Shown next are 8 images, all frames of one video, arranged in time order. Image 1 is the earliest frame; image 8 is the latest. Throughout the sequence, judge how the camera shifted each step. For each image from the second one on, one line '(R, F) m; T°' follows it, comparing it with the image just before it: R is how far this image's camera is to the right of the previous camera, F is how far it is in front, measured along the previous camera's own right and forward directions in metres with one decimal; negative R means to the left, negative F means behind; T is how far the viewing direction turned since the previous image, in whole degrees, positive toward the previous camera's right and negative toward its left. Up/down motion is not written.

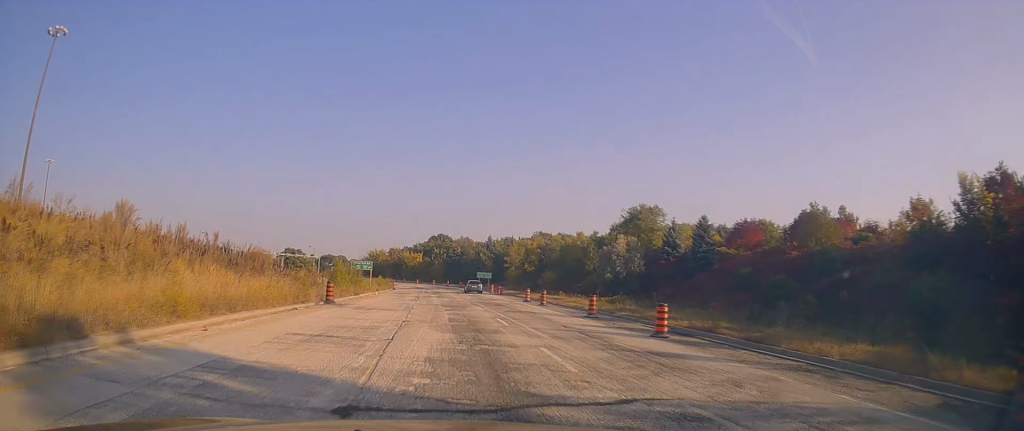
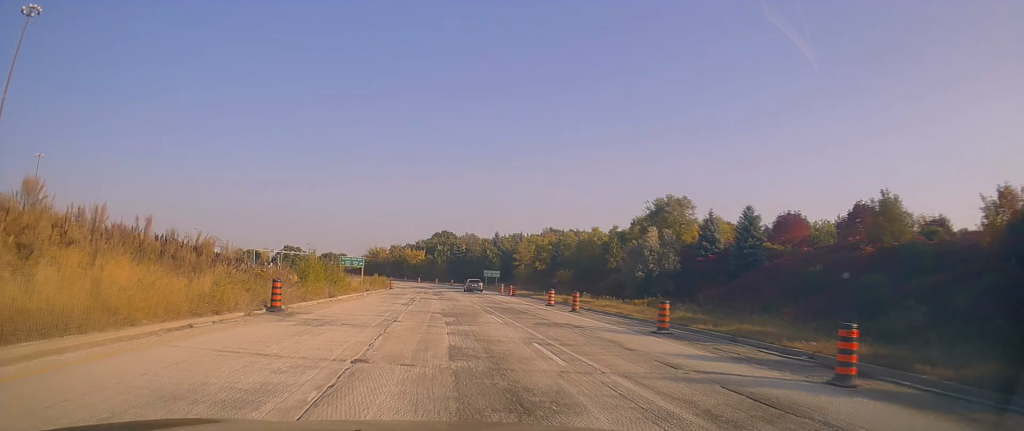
(+0.5, +8.7) m; 0°
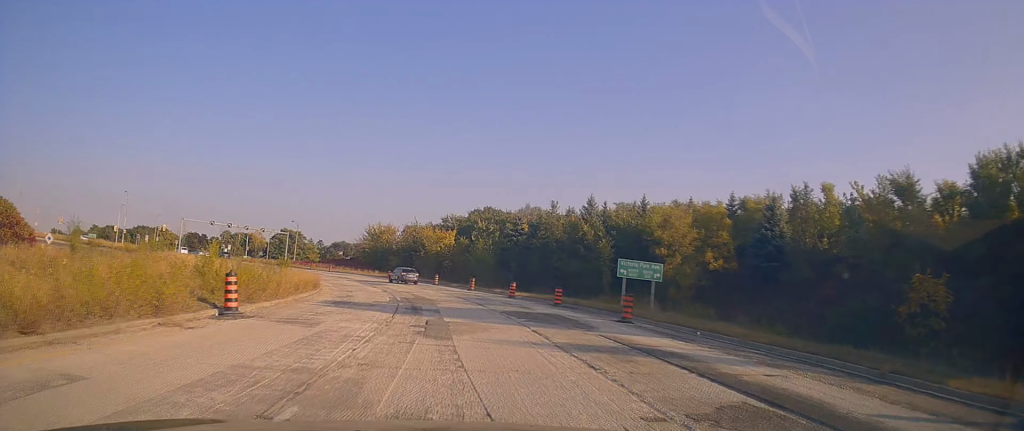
(-2.2, +59.4) m; -6°
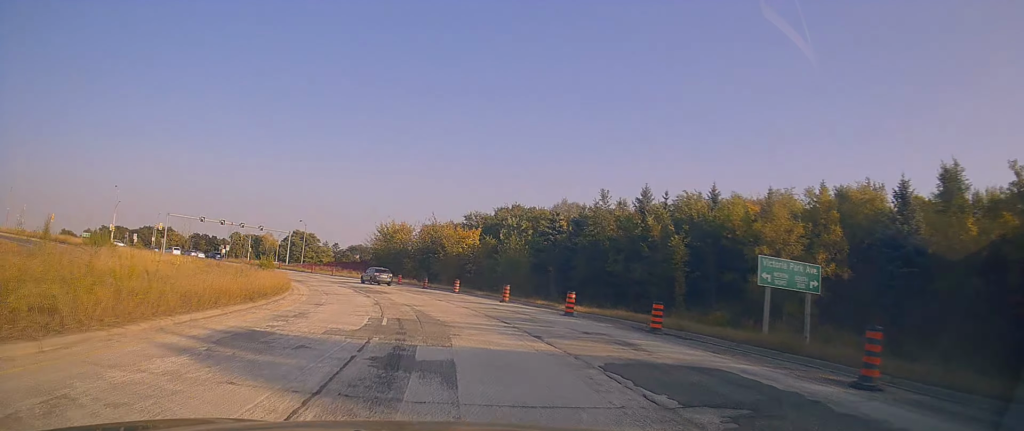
(-0.1, +12.8) m; -3°
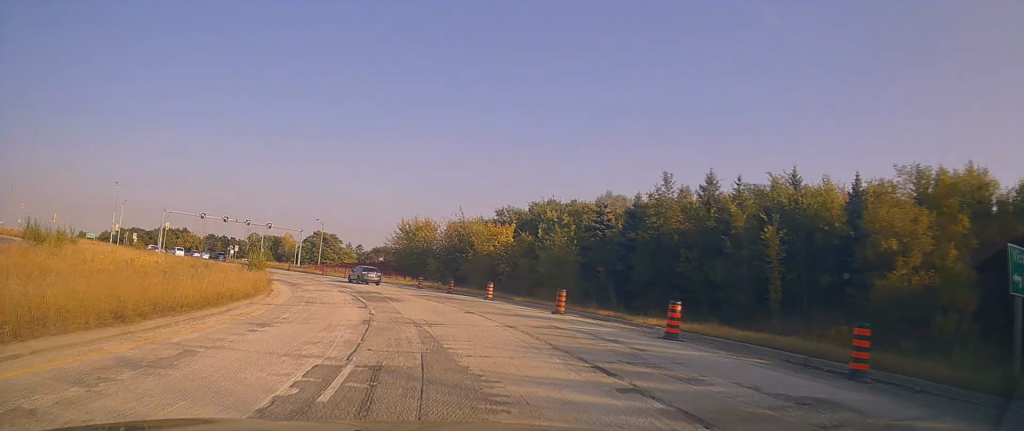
(-0.3, +9.1) m; -3°
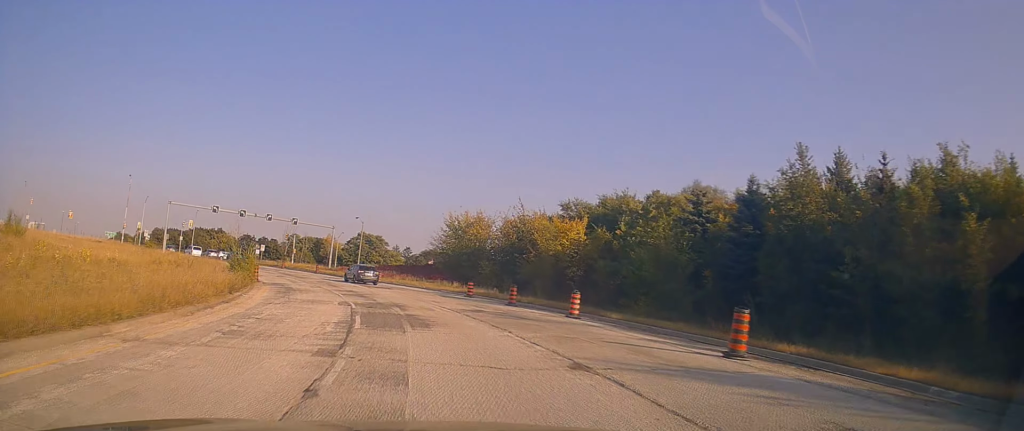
(-0.4, +11.4) m; -4°
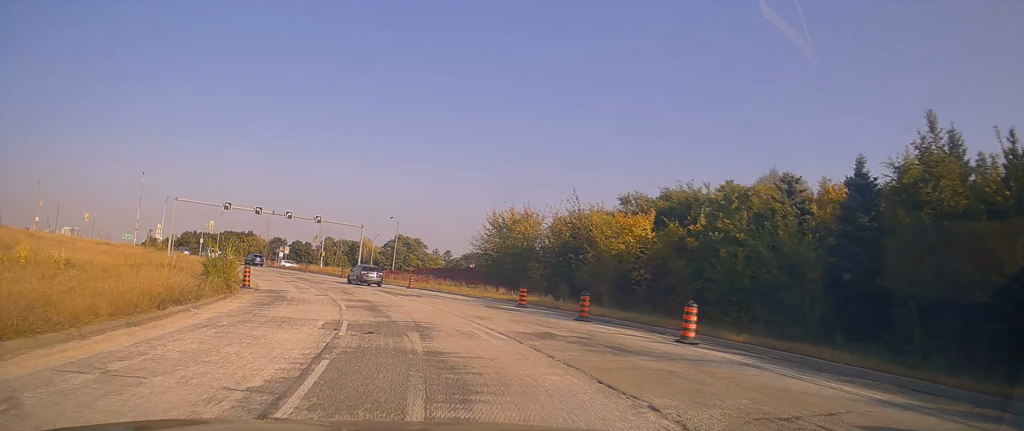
(-0.1, +7.5) m; -3°
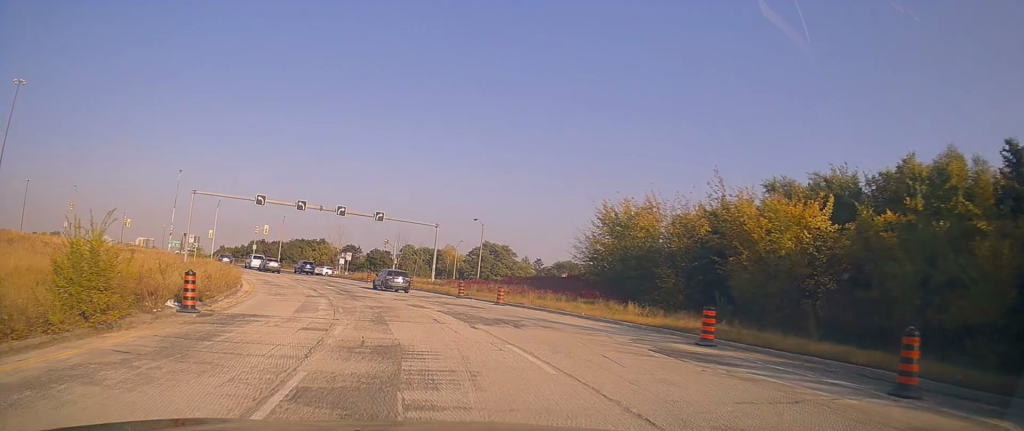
(-0.7, +12.7) m; -9°
